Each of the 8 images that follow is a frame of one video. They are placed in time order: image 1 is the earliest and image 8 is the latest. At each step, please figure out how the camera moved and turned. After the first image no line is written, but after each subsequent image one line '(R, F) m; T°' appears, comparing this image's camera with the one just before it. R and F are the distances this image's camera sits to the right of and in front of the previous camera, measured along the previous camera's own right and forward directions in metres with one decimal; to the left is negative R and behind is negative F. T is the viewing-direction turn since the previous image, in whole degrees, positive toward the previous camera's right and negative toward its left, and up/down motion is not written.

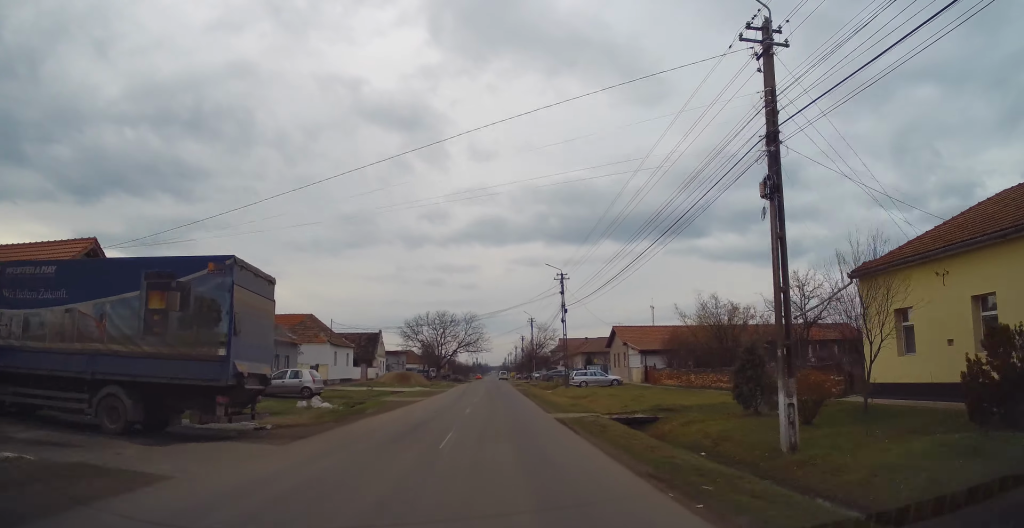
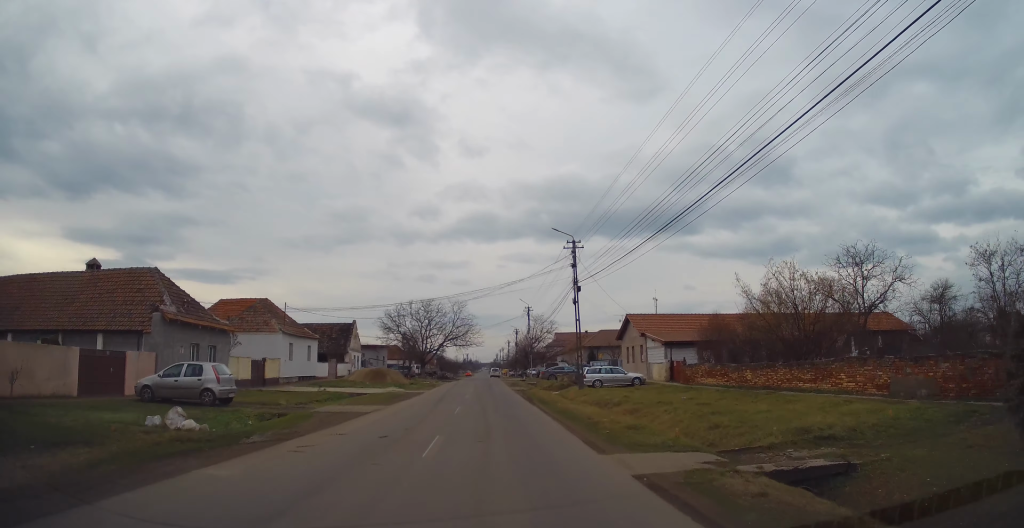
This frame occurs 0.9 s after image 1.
(0.0, +10.8) m; 0°
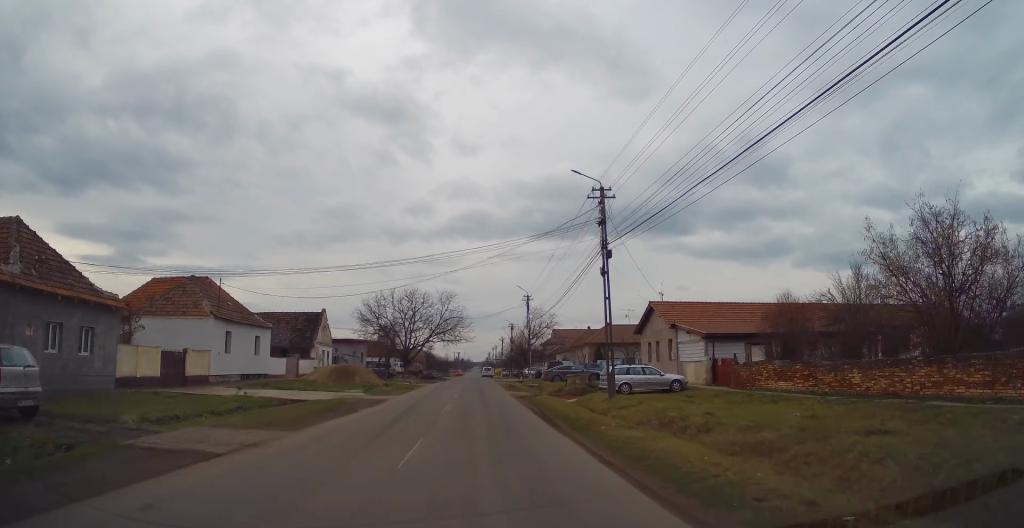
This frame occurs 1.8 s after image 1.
(-0.1, +10.4) m; +1°
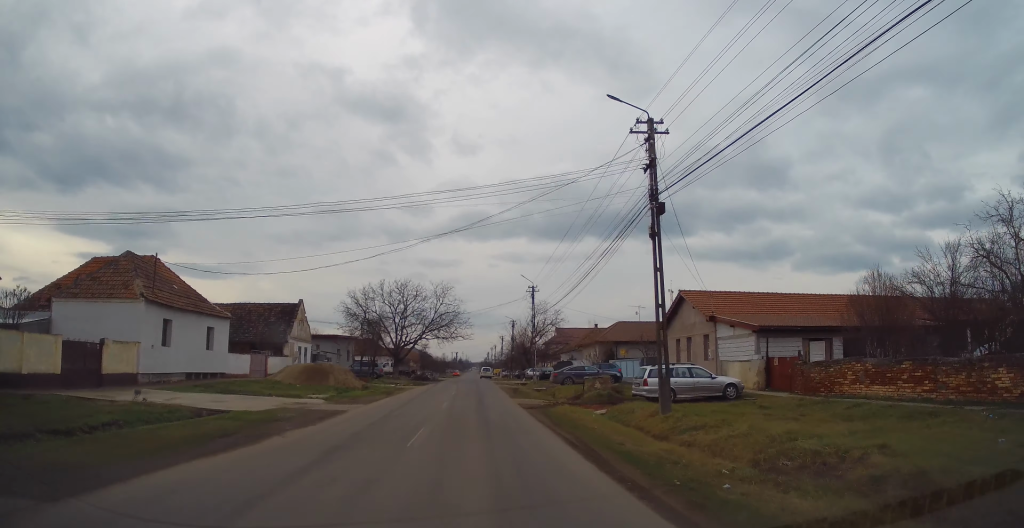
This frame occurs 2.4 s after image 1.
(+0.2, +7.2) m; +2°
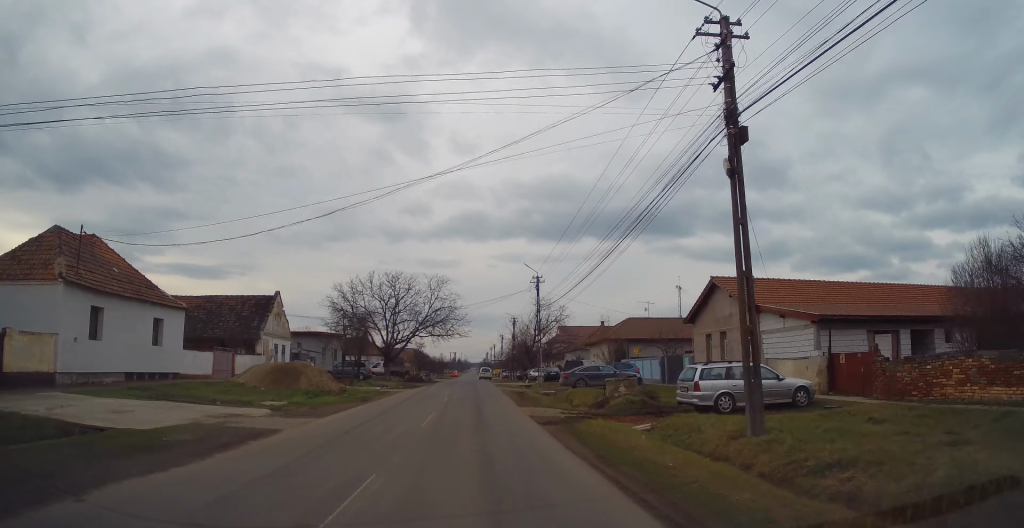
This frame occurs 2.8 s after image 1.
(0.0, +5.7) m; -1°
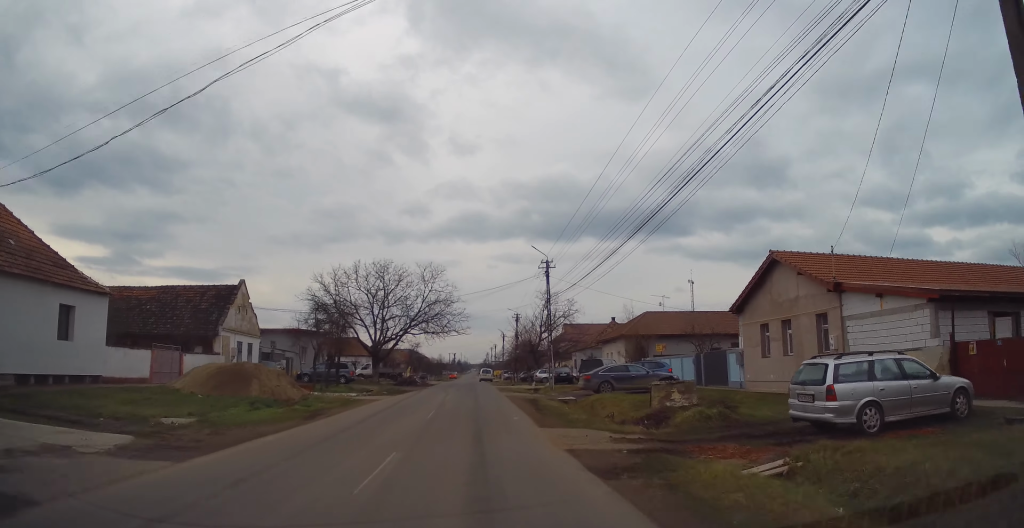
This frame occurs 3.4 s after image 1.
(+0.1, +7.0) m; -1°
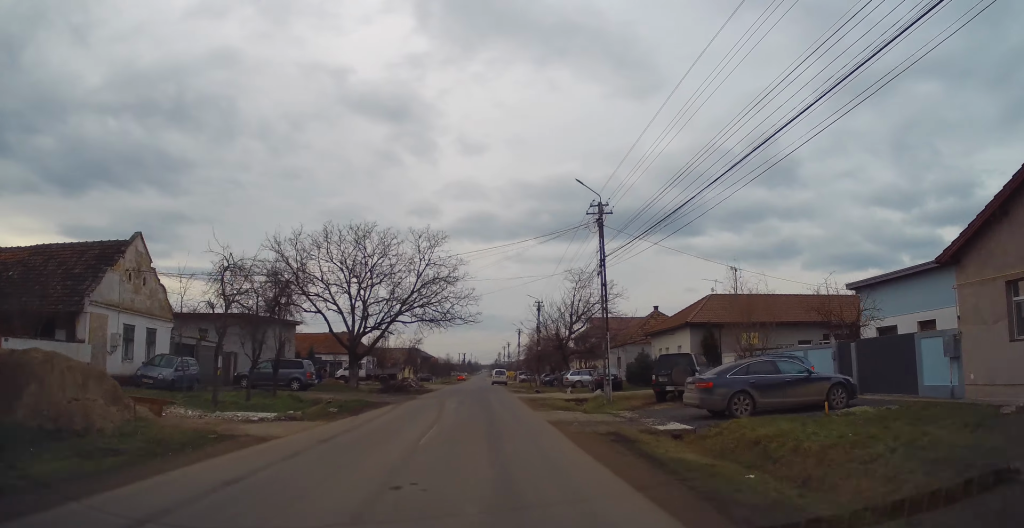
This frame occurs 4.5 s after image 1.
(-0.5, +14.1) m; 0°
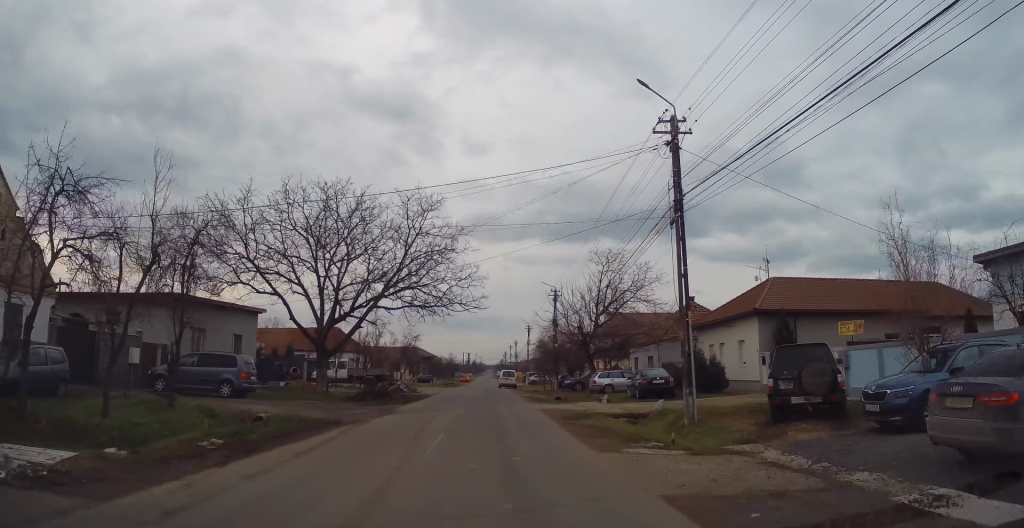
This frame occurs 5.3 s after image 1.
(+0.4, +9.7) m; +2°
